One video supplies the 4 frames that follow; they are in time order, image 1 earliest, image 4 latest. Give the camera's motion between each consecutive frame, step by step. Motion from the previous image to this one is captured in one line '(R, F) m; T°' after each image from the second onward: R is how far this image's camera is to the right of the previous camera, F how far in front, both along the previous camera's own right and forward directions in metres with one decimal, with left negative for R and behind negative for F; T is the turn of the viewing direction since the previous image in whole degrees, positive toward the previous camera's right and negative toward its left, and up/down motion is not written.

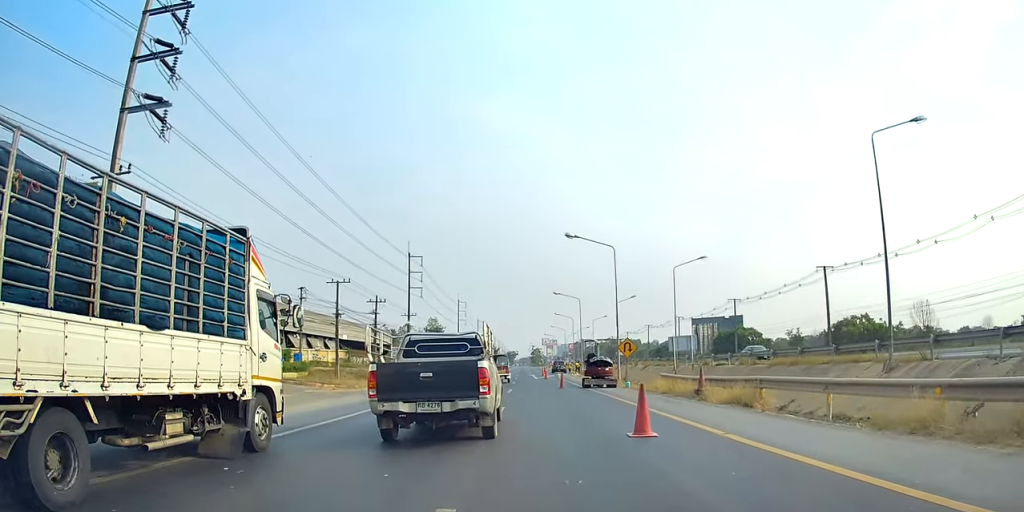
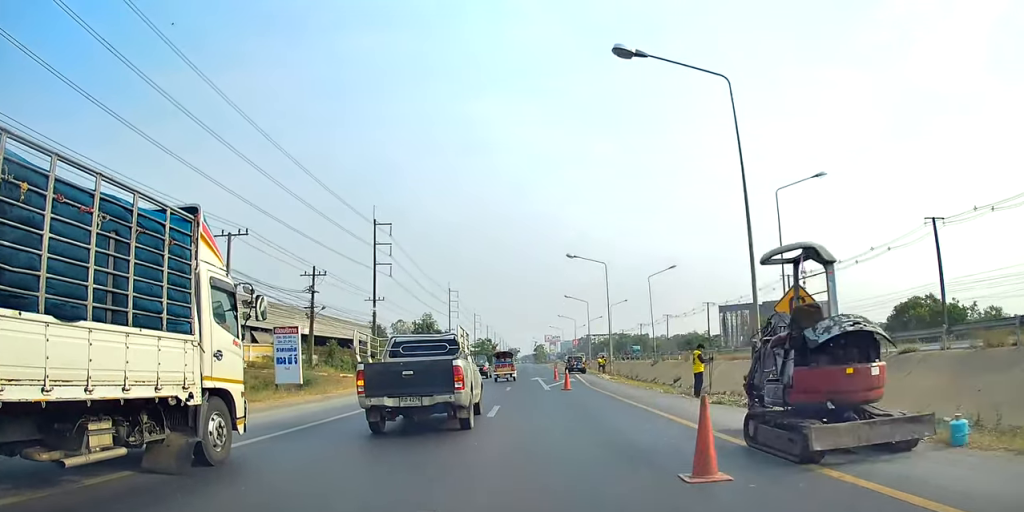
(0.0, +23.0) m; 0°
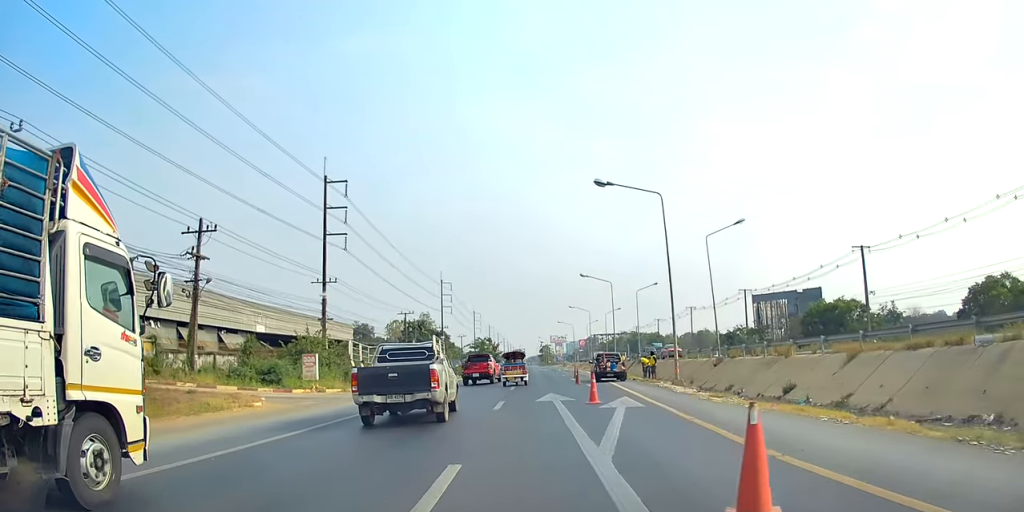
(+0.2, +19.9) m; +1°
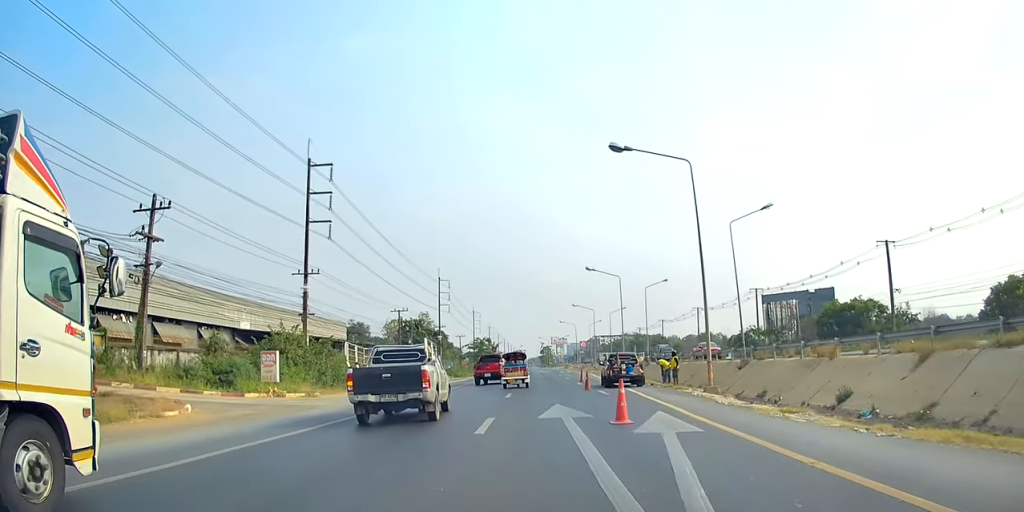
(0.0, +5.1) m; 0°
